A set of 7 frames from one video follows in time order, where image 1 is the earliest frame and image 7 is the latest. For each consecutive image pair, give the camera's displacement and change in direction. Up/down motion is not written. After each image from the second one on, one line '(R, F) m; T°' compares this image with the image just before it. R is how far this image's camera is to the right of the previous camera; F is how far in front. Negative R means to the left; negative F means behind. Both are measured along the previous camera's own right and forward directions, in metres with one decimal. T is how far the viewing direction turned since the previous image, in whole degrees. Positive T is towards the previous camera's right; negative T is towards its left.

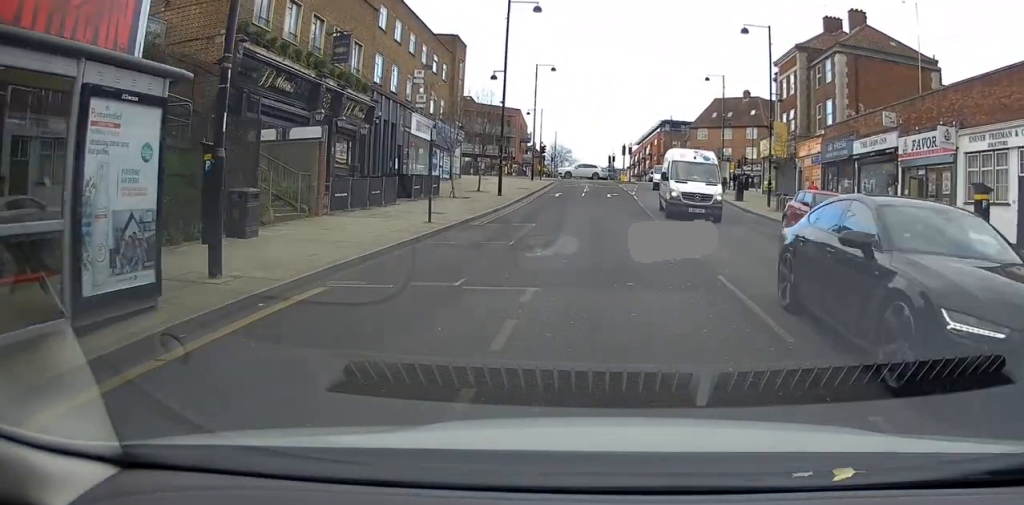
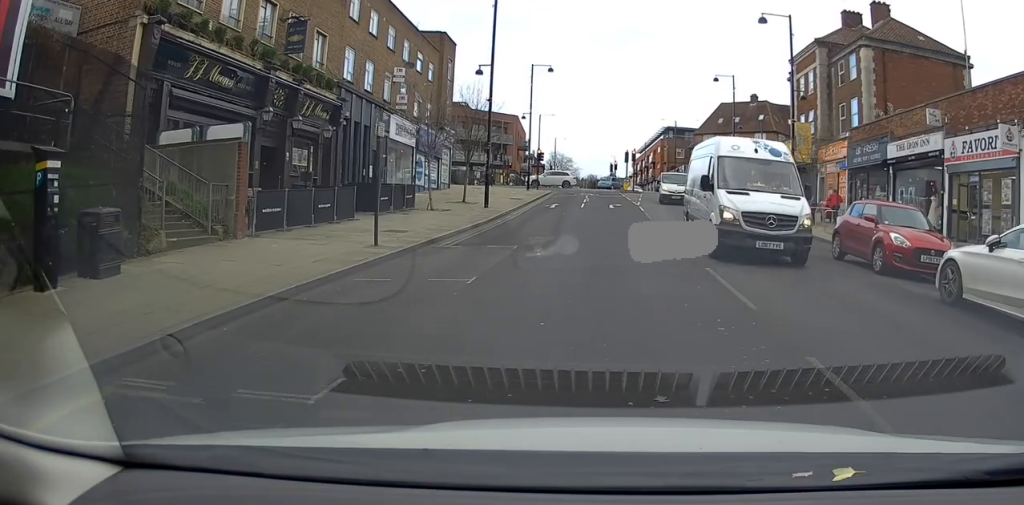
(+0.1, +4.2) m; +3°
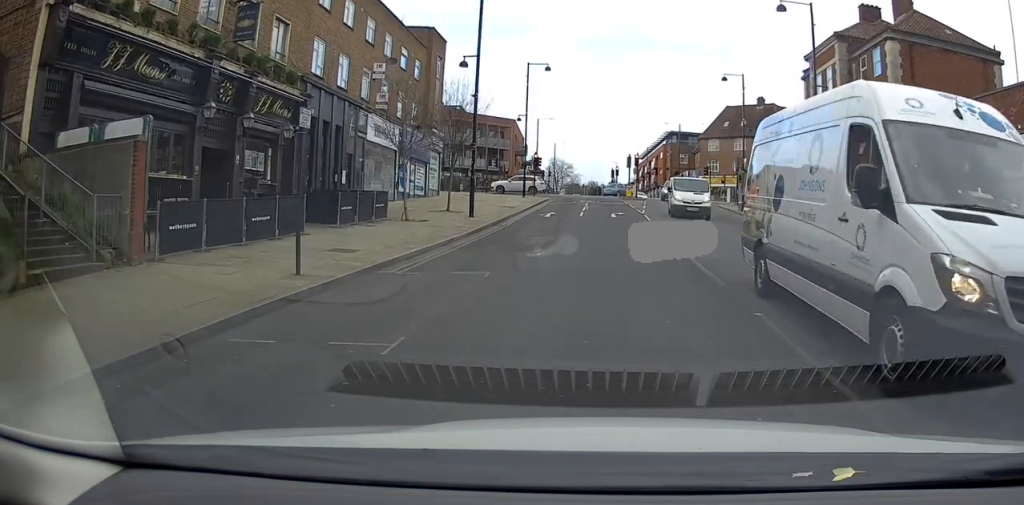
(+0.1, +3.7) m; +1°
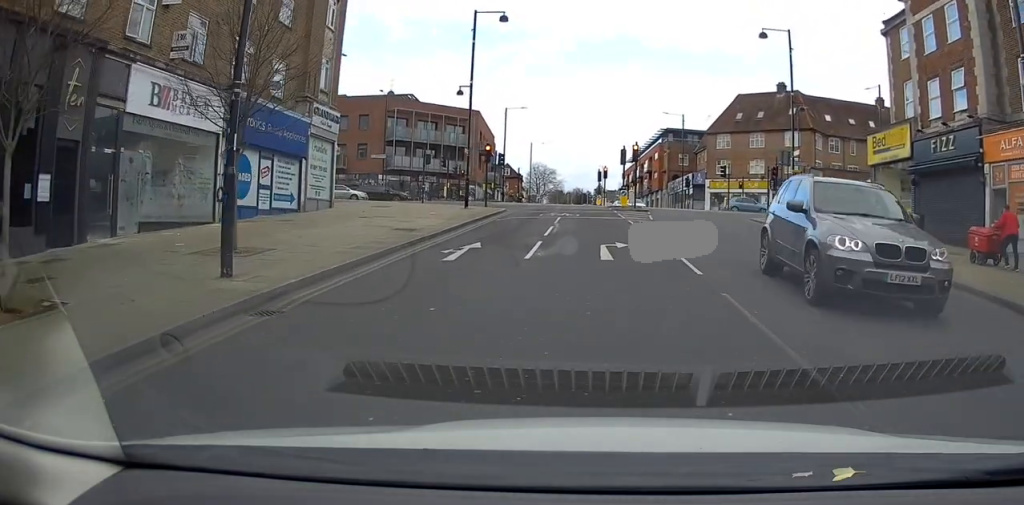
(-0.3, +17.5) m; -2°
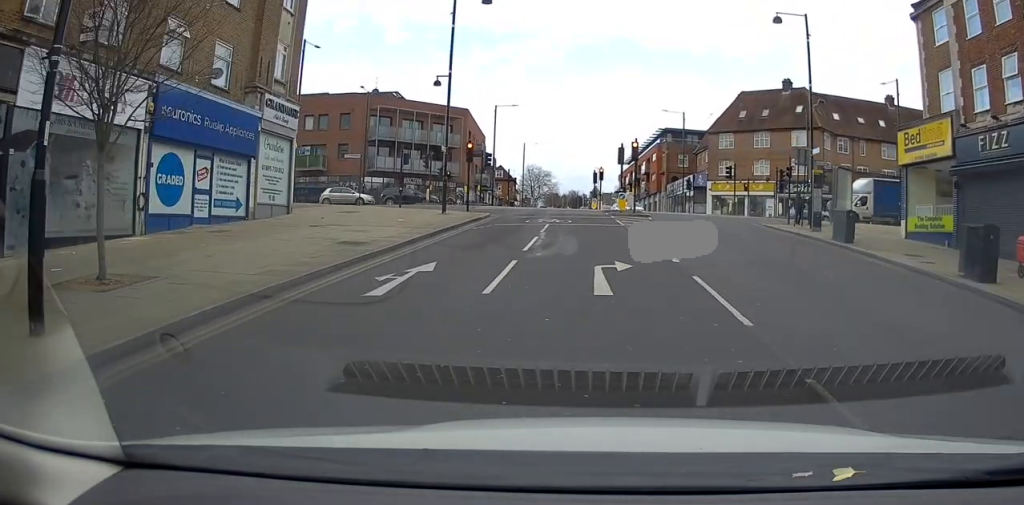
(0.0, +4.1) m; -1°
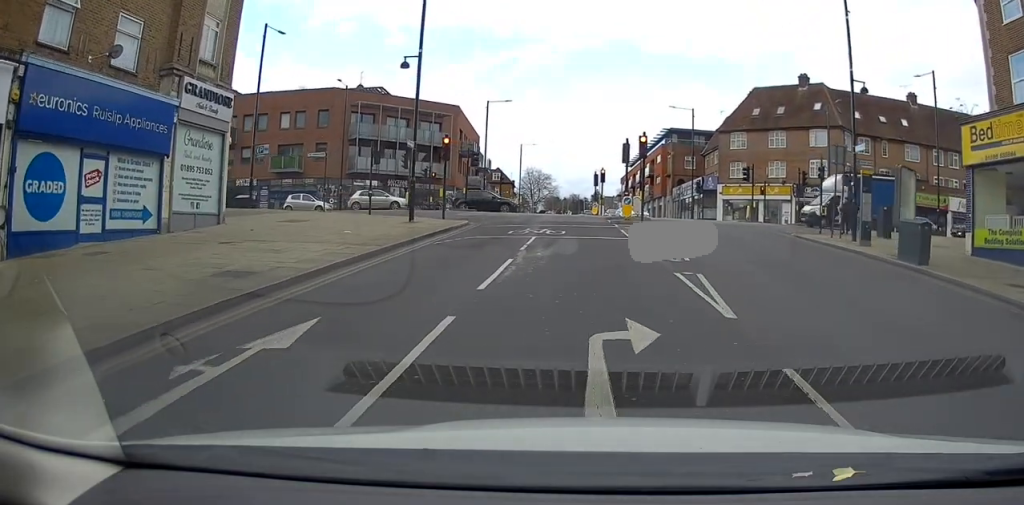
(0.0, +5.5) m; +1°
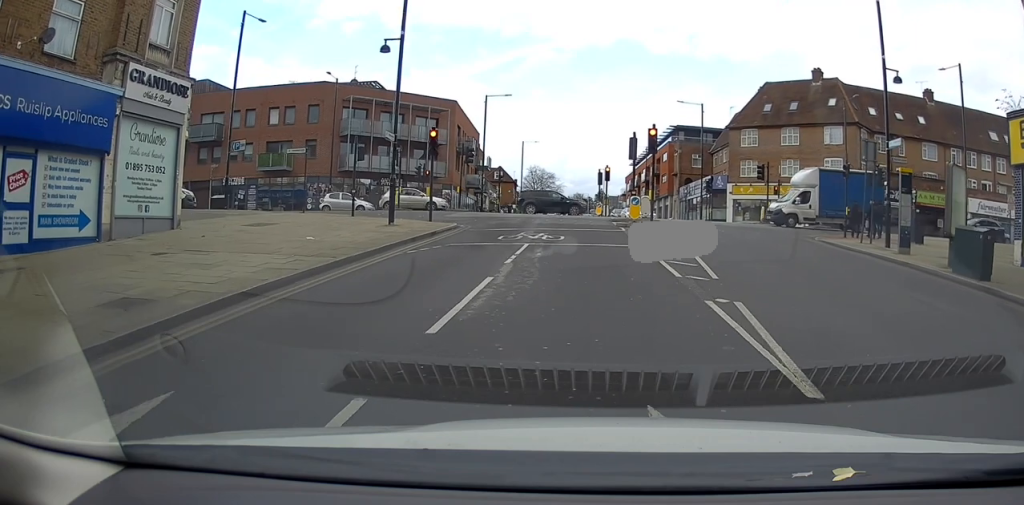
(-0.1, +3.1) m; +1°
